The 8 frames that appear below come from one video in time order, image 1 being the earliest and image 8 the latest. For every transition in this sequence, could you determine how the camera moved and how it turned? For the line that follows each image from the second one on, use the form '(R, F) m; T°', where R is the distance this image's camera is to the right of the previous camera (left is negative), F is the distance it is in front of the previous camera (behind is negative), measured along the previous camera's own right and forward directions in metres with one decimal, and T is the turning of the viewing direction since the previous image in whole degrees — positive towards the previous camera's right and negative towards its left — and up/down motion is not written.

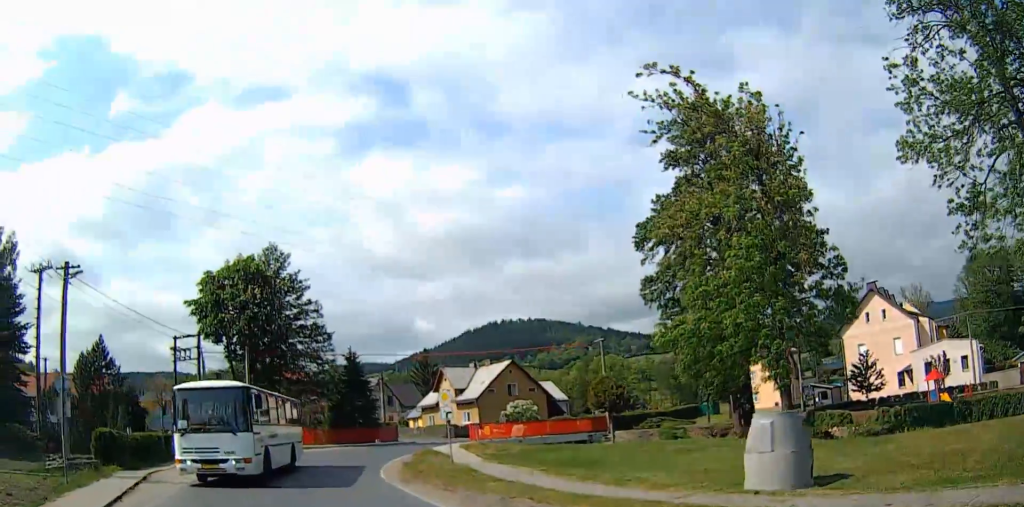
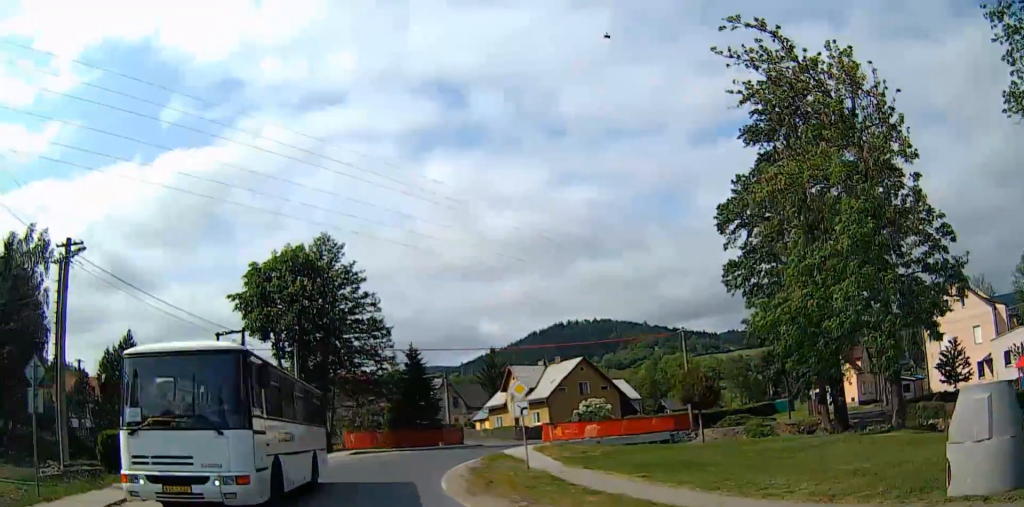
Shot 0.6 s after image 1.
(-0.2, +4.2) m; -7°
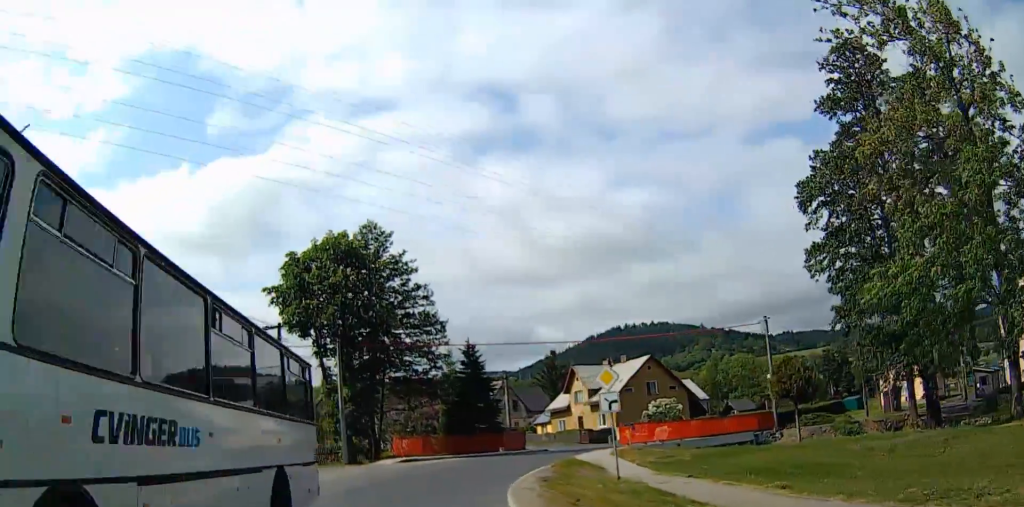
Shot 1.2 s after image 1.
(-0.5, +5.5) m; -6°
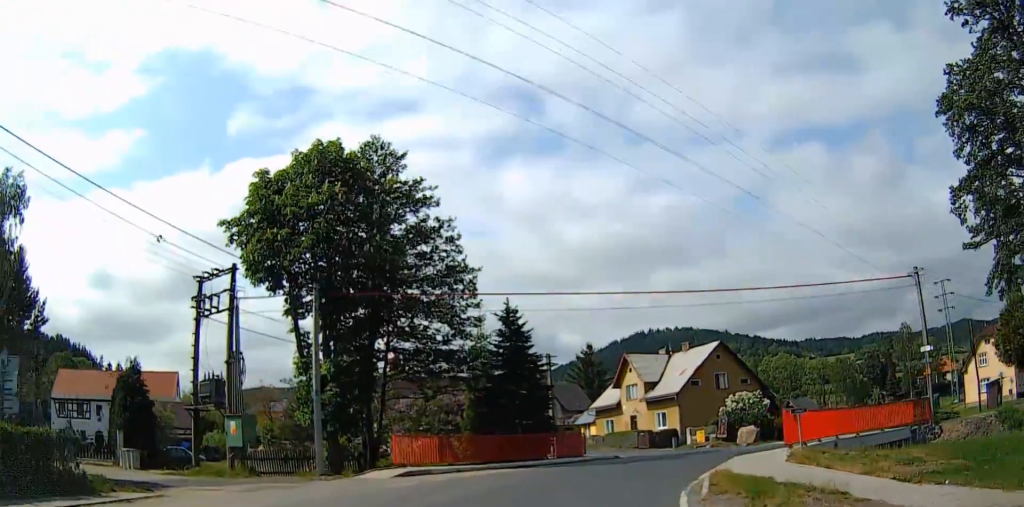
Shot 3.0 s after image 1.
(-1.1, +15.3) m; -3°
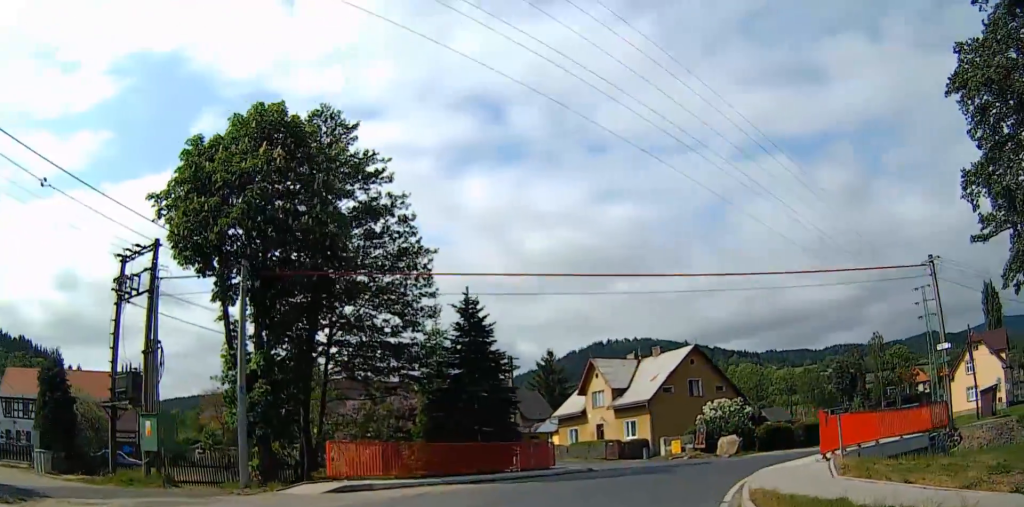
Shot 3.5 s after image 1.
(-0.1, +4.3) m; +3°
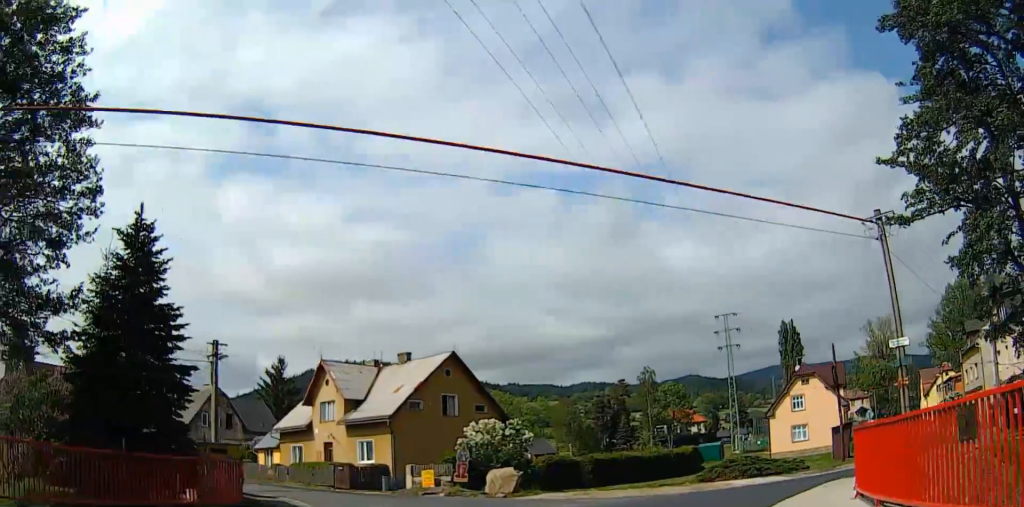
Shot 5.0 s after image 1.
(+2.3, +11.9) m; +20°
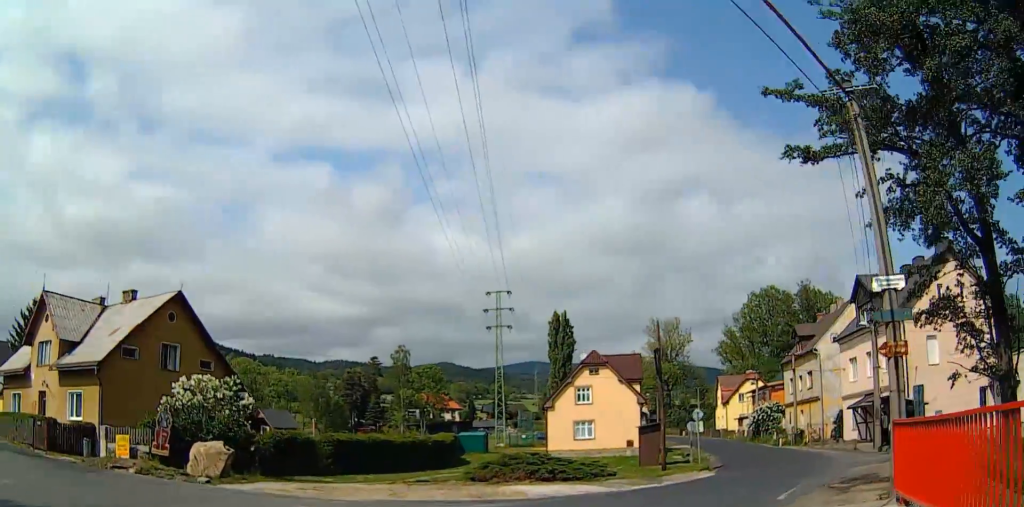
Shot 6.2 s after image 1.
(+0.8, +9.3) m; +22°
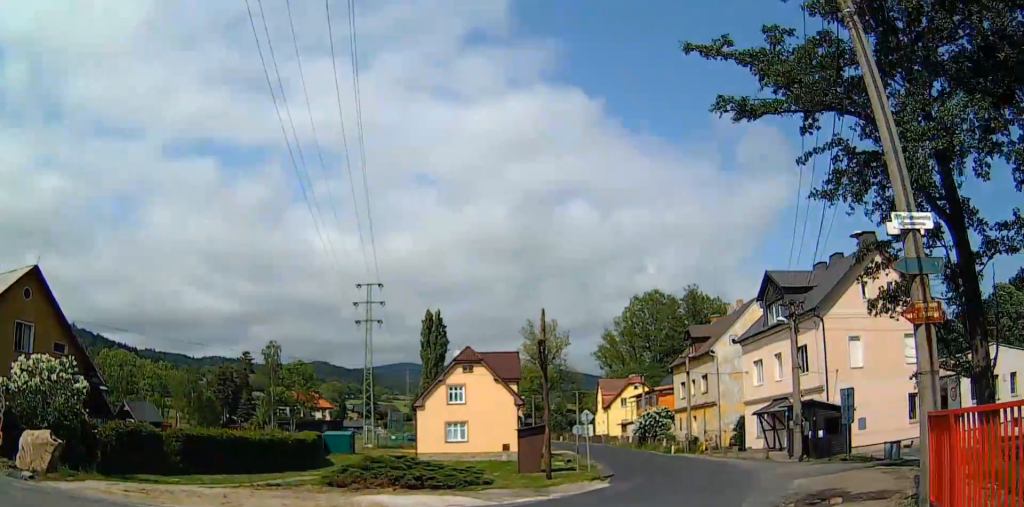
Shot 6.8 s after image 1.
(+0.7, +3.7) m; +12°
